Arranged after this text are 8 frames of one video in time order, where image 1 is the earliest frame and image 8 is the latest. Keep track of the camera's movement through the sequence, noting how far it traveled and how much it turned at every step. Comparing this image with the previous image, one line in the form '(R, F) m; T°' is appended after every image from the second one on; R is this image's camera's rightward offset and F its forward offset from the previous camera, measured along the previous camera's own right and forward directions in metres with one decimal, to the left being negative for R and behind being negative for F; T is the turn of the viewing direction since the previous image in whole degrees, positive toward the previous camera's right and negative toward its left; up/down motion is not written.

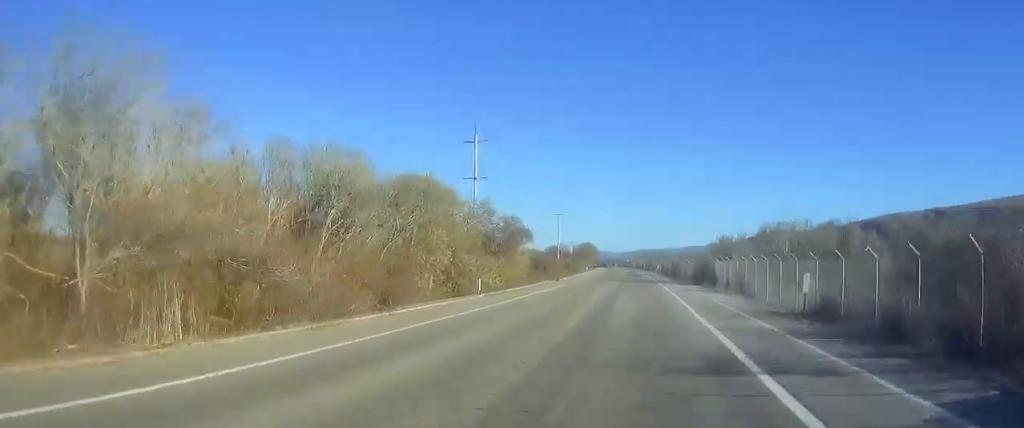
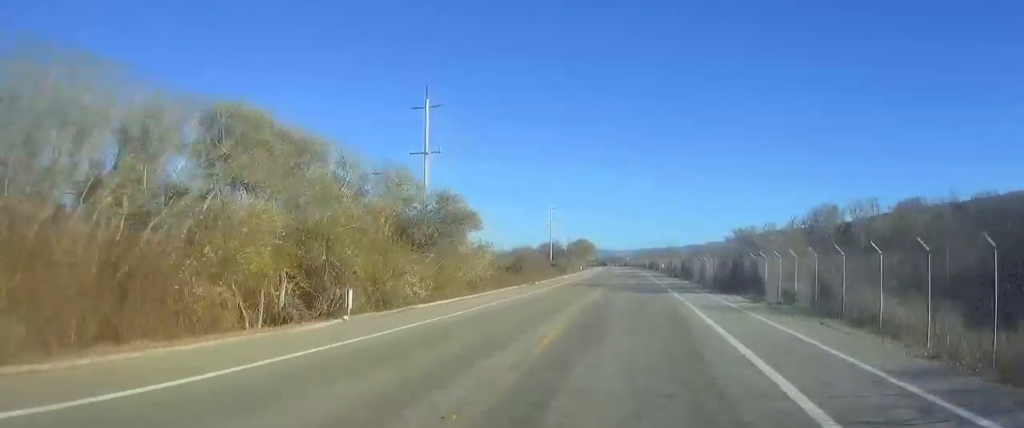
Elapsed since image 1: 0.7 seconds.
(0.0, +18.1) m; 0°
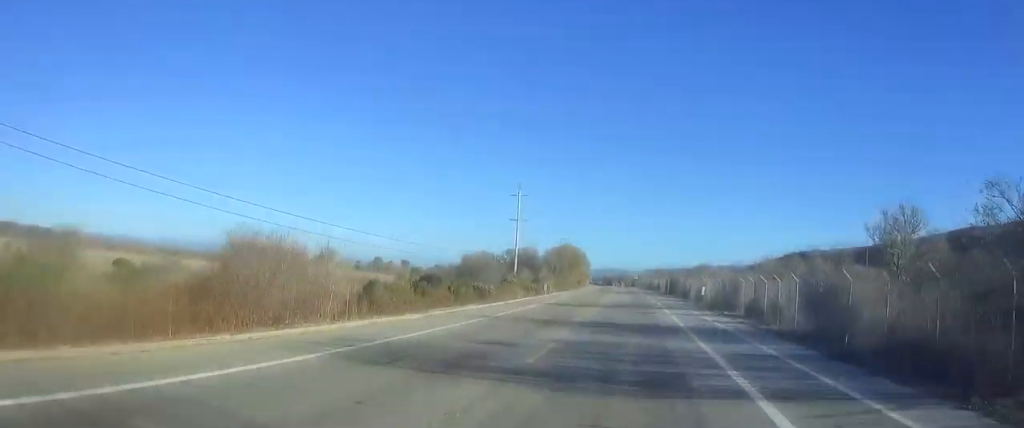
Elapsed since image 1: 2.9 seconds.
(-1.3, +57.3) m; -3°
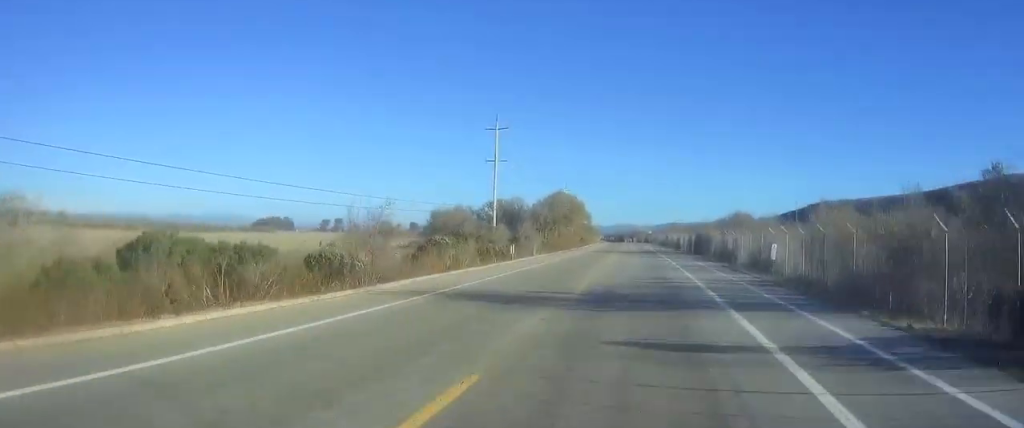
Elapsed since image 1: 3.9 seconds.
(-0.2, +23.5) m; 0°
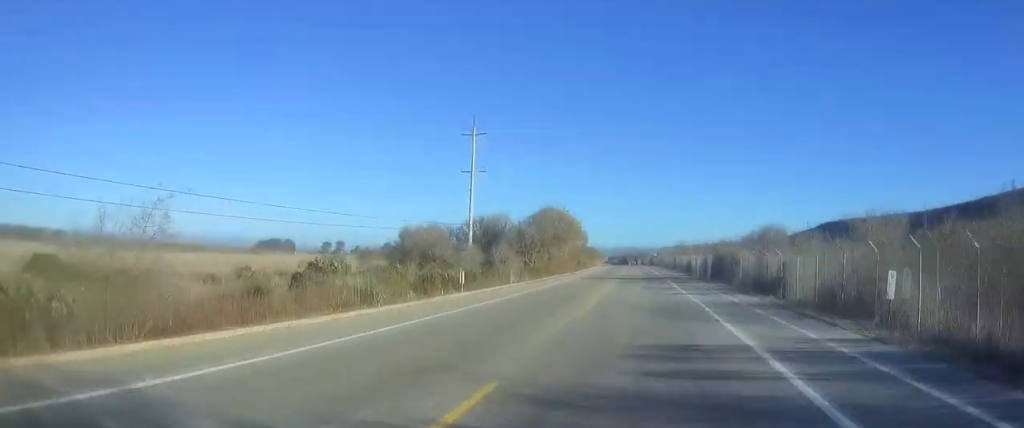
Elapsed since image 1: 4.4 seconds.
(0.0, +13.5) m; +1°
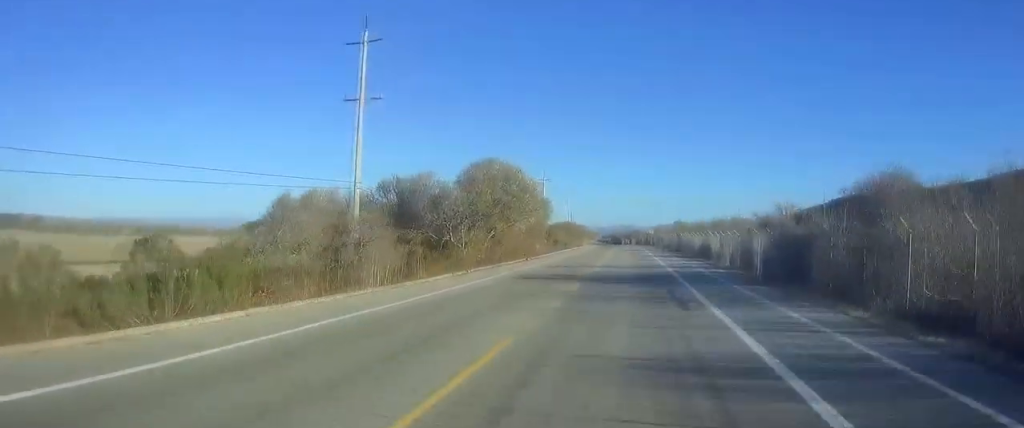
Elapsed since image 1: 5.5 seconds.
(+0.6, +27.9) m; +2°
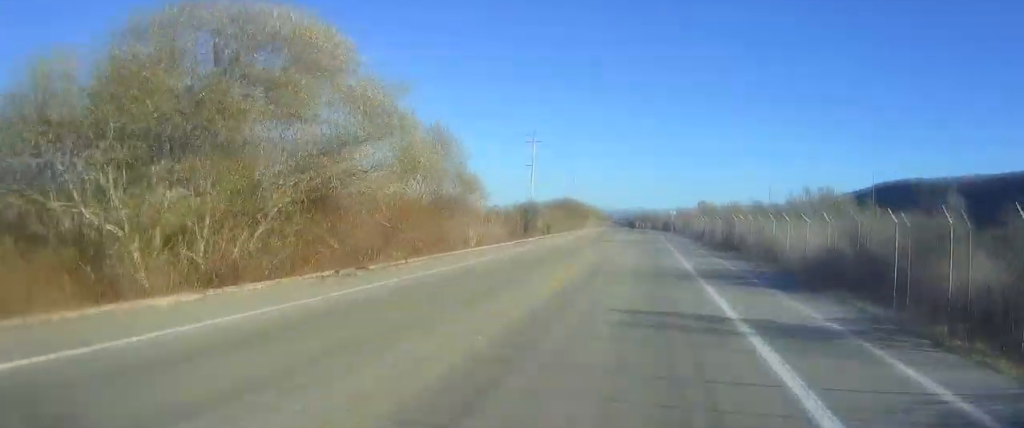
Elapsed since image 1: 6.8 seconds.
(+0.2, +35.5) m; 0°
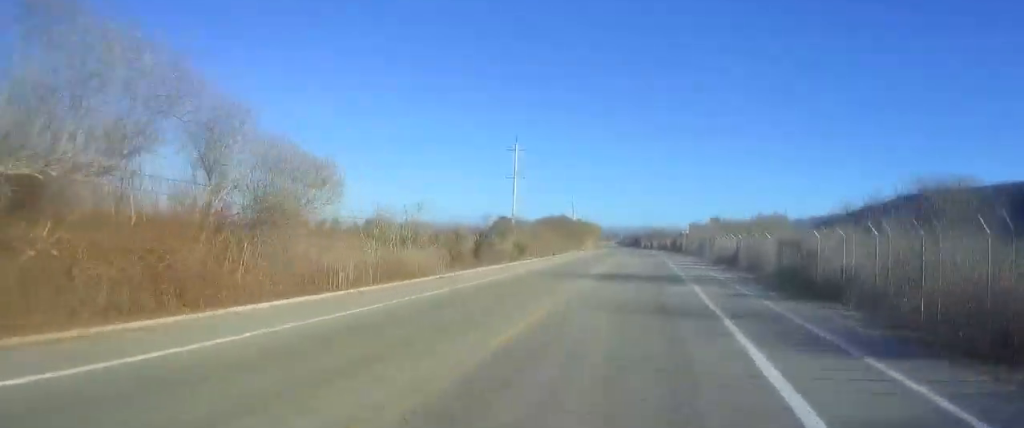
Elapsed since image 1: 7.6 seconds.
(-0.1, +19.7) m; 0°
